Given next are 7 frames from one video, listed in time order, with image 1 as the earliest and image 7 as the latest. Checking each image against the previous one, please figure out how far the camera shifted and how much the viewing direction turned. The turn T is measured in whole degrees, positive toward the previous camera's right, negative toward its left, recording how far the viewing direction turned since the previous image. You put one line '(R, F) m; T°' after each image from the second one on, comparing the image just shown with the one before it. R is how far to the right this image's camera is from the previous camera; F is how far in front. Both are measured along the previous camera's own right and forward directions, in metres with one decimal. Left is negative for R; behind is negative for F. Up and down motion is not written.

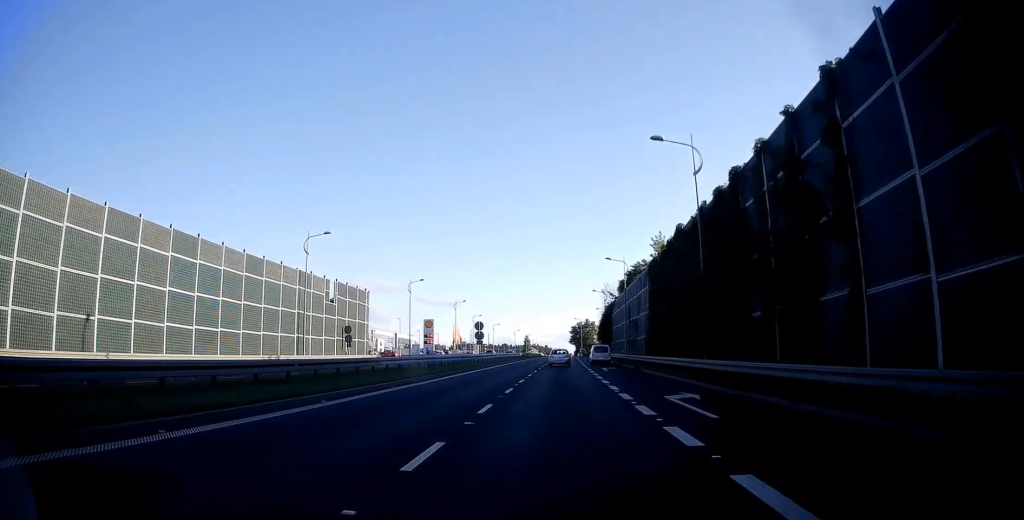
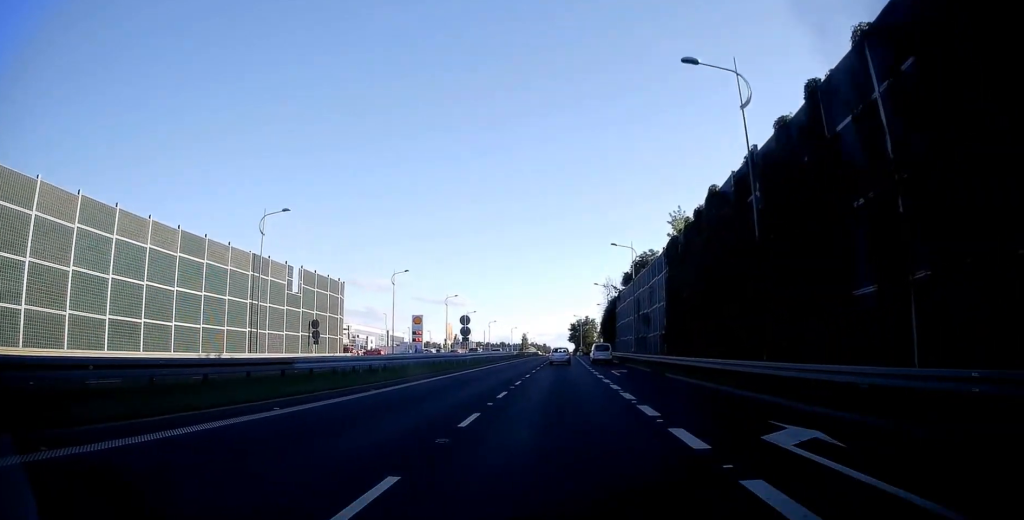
(0.0, +8.5) m; 0°
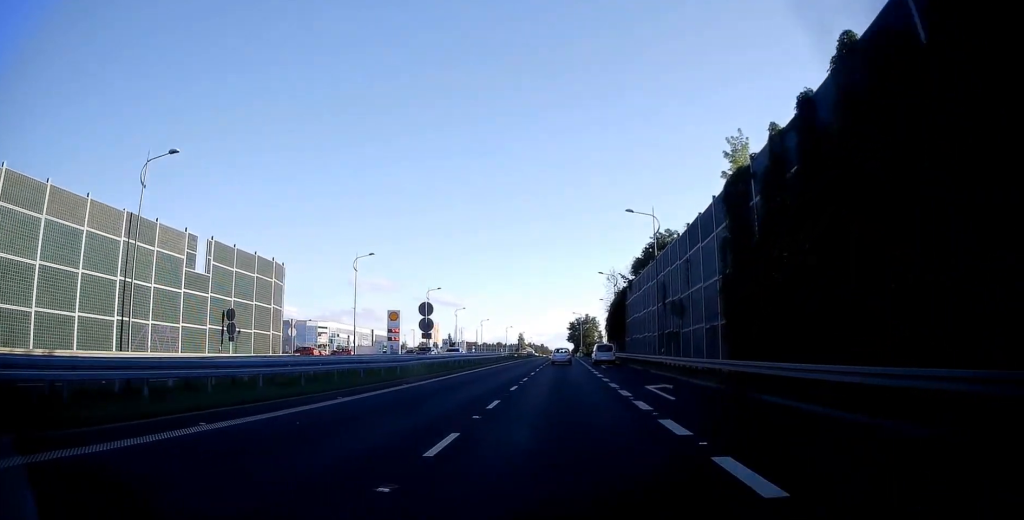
(+0.1, +14.6) m; +1°
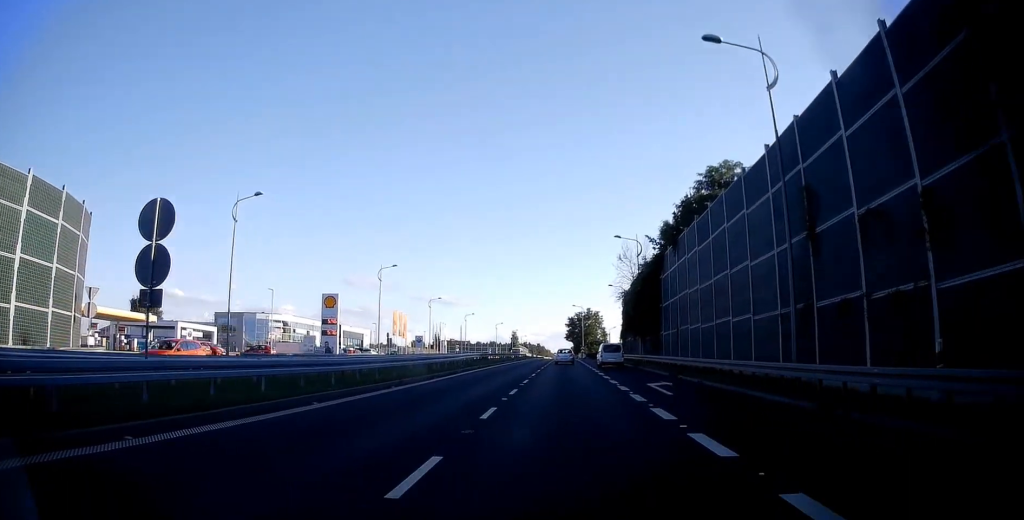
(+0.2, +25.3) m; 0°
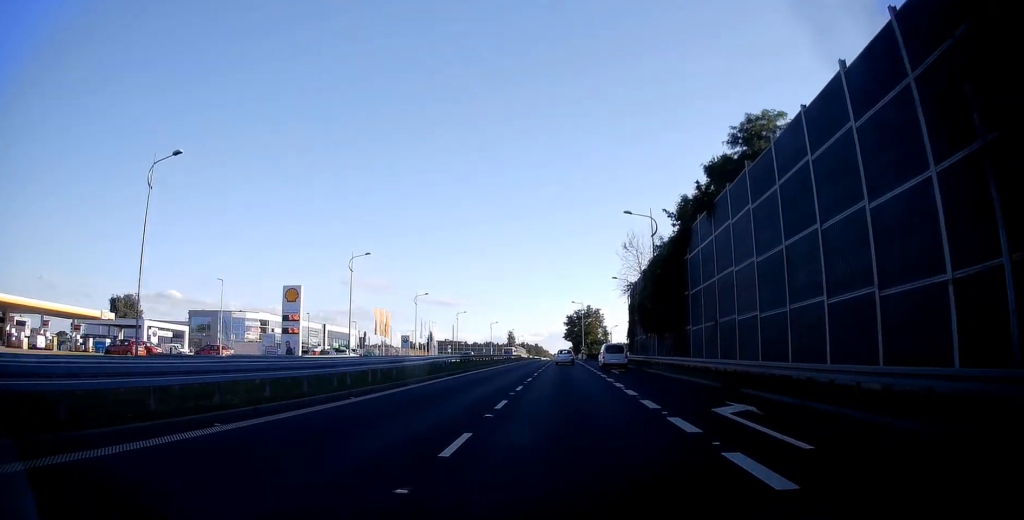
(0.0, +9.2) m; 0°
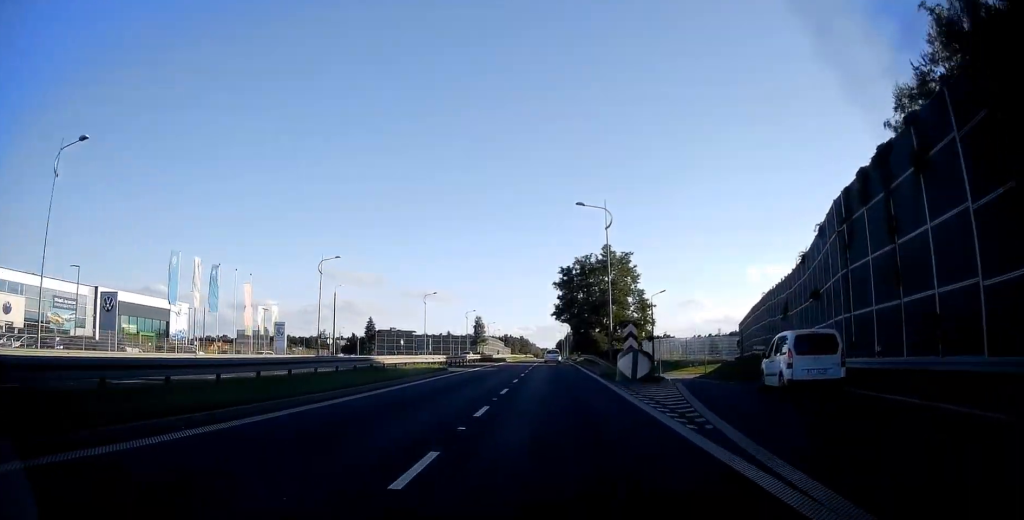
(+0.4, +62.3) m; +1°
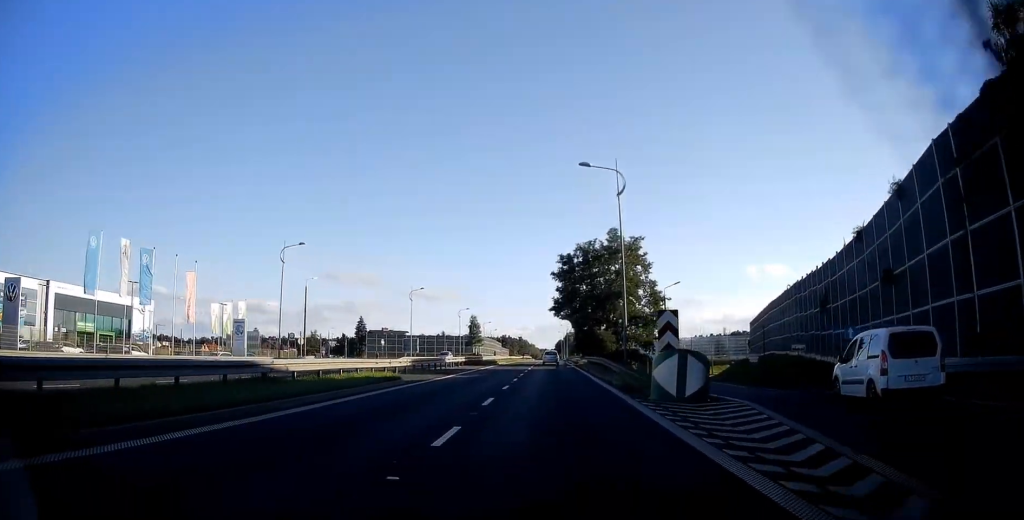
(0.0, +7.8) m; 0°
